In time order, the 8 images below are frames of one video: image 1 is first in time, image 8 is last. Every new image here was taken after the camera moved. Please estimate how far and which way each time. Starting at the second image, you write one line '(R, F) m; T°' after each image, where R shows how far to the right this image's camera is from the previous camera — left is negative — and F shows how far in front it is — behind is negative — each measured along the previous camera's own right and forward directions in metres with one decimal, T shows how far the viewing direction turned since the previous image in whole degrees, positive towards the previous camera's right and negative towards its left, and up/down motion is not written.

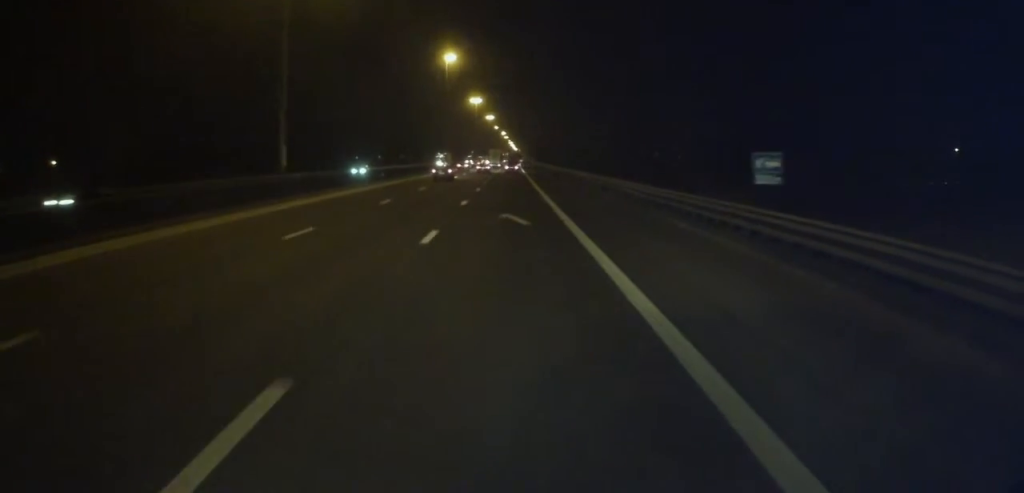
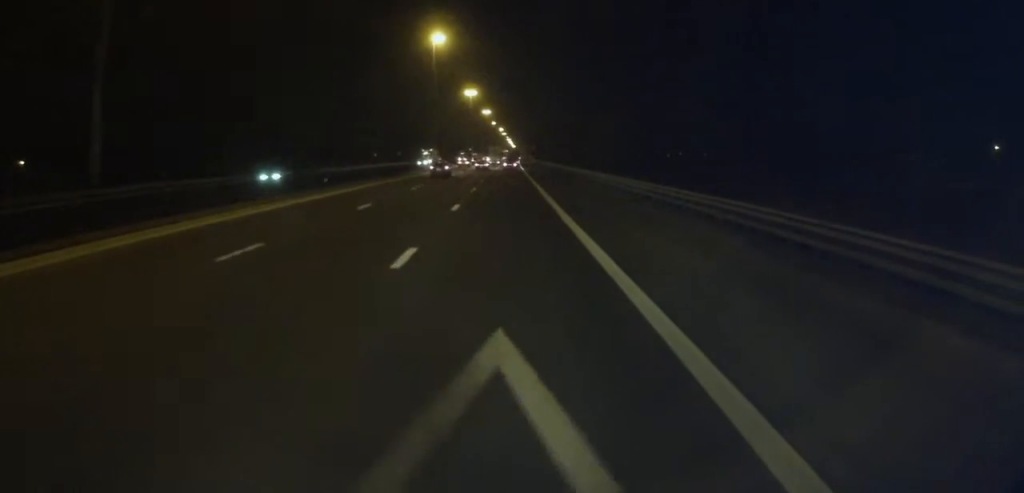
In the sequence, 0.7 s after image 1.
(-0.3, +16.5) m; -1°
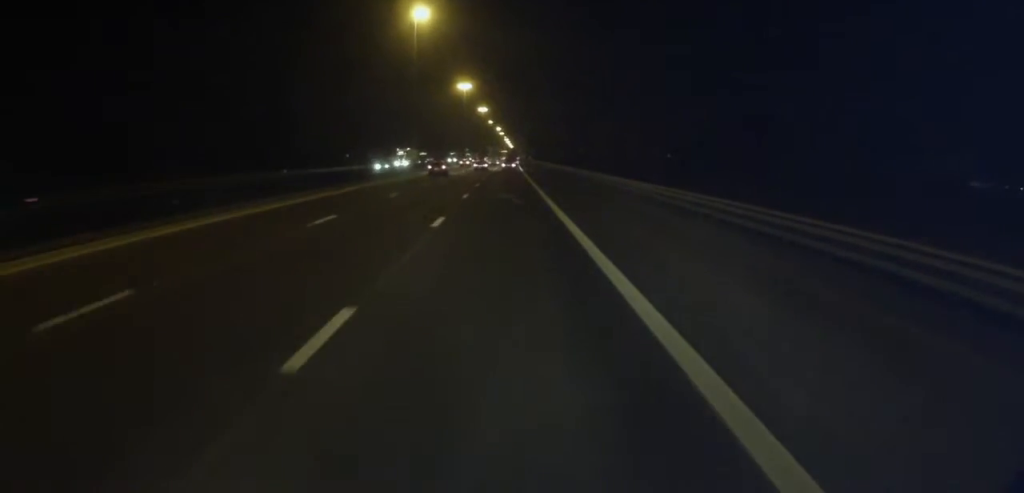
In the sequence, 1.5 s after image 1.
(0.0, +18.1) m; +1°
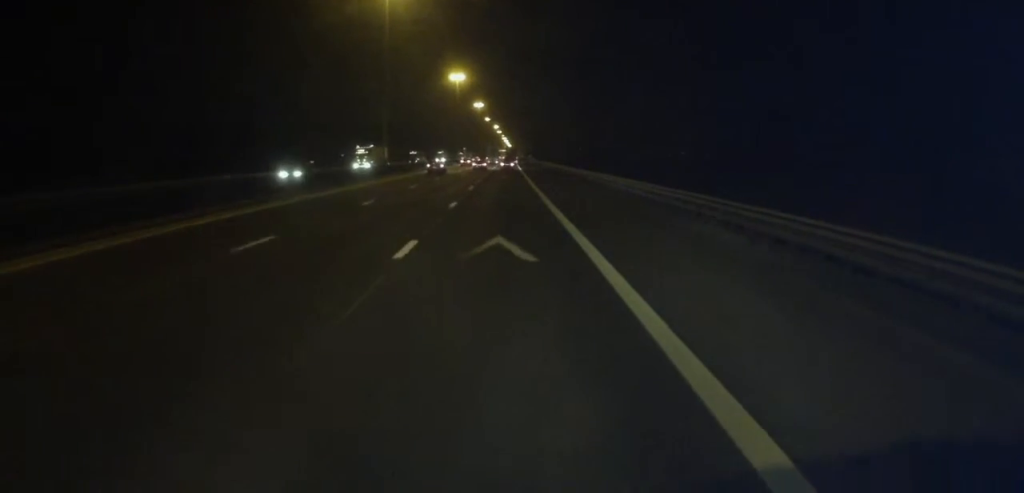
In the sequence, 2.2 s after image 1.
(+0.2, +18.1) m; +1°
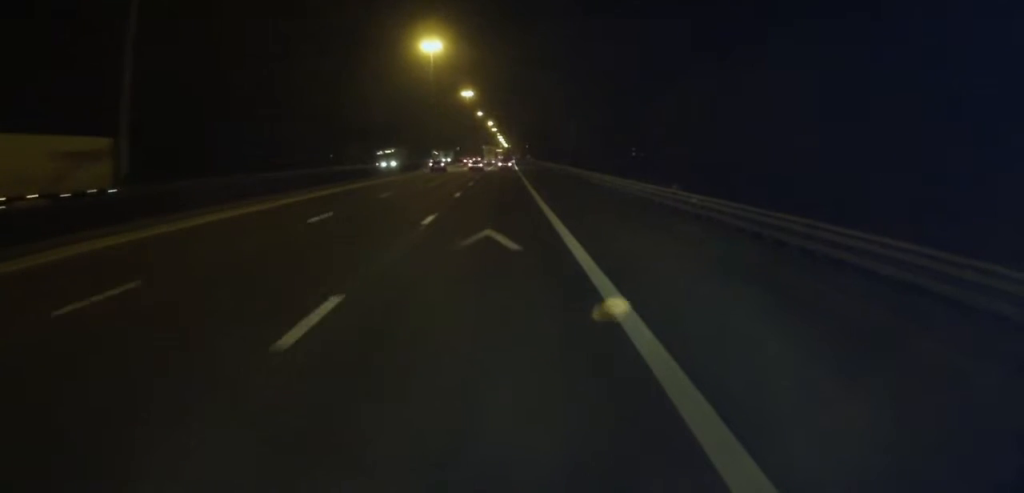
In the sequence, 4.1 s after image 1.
(-0.4, +43.3) m; -1°
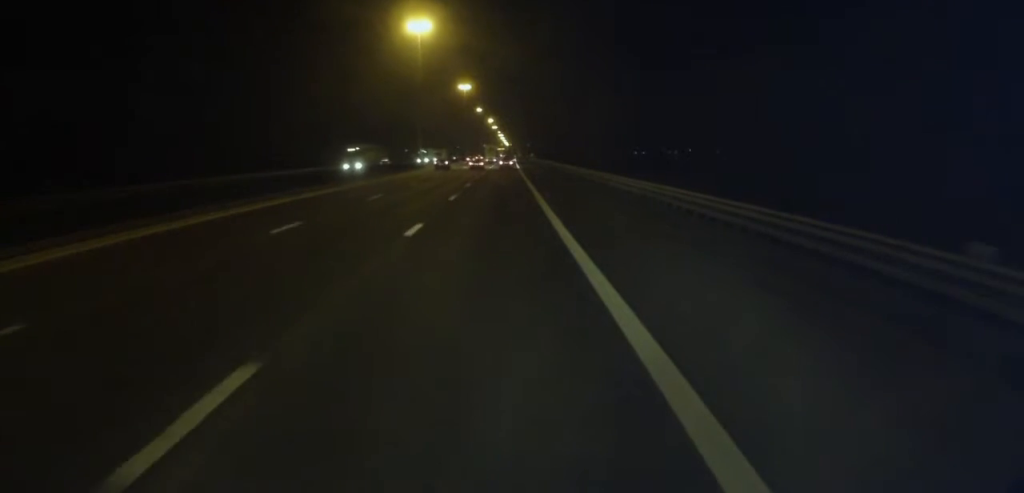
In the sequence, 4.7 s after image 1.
(-0.1, +15.7) m; +1°
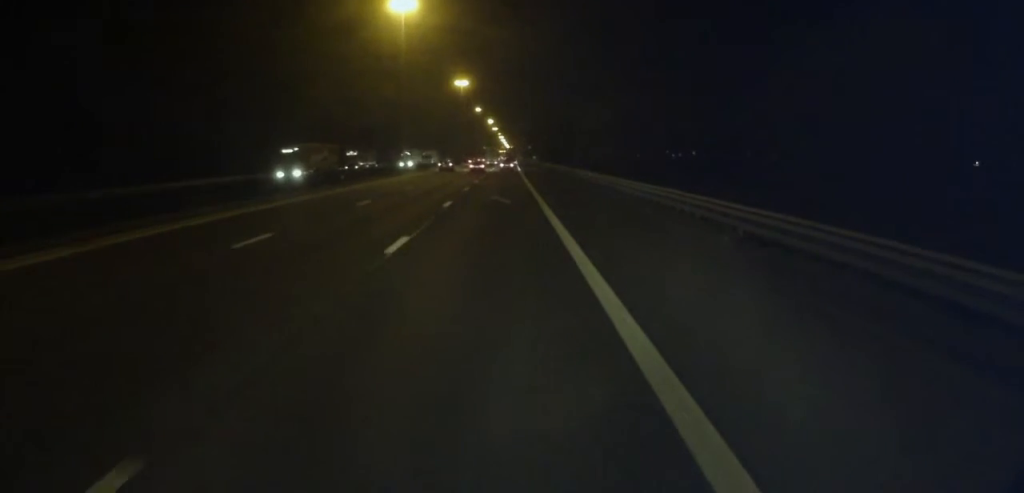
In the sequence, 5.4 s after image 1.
(+0.2, +14.9) m; +1°
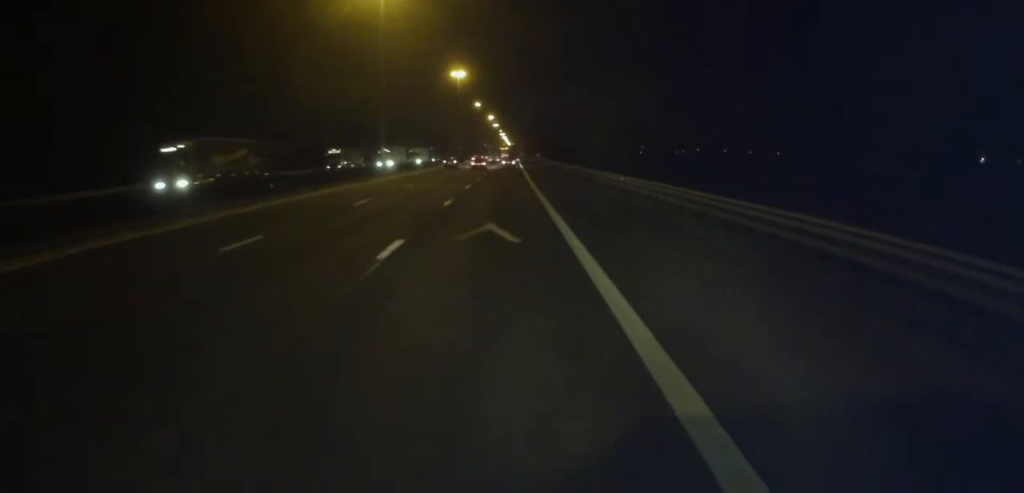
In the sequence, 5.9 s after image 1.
(+0.1, +13.4) m; +1°
